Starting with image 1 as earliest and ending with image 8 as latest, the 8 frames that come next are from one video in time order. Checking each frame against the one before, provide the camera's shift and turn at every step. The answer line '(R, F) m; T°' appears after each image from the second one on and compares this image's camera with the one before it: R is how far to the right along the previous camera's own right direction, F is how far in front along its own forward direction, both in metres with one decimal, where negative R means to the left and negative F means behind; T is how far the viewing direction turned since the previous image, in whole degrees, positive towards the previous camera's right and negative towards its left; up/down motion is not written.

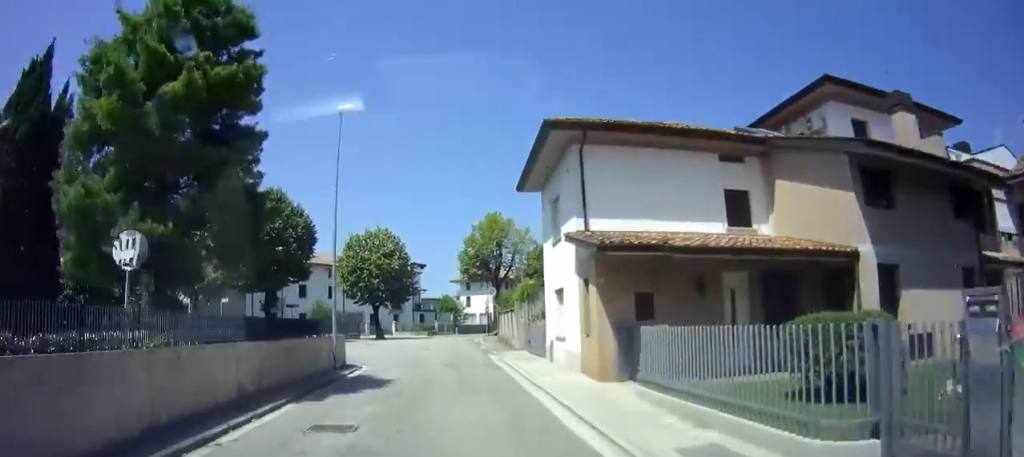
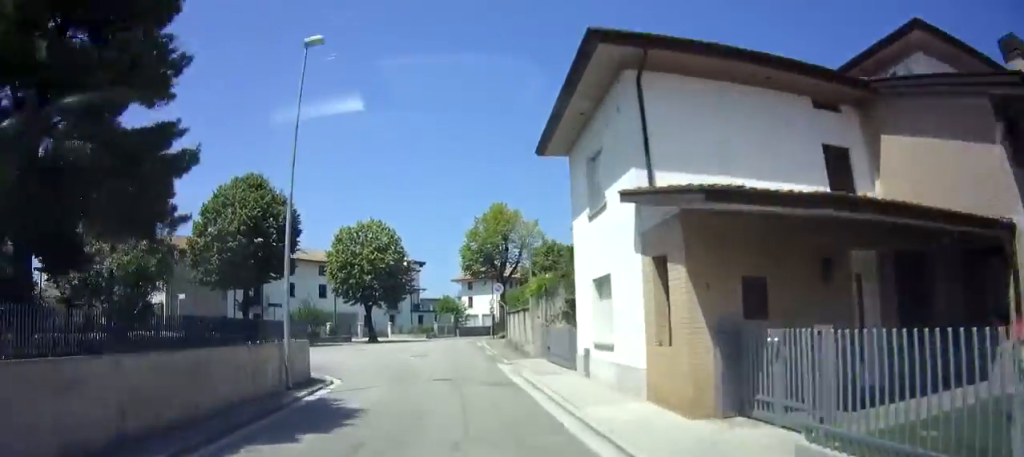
(-0.1, +4.7) m; 0°
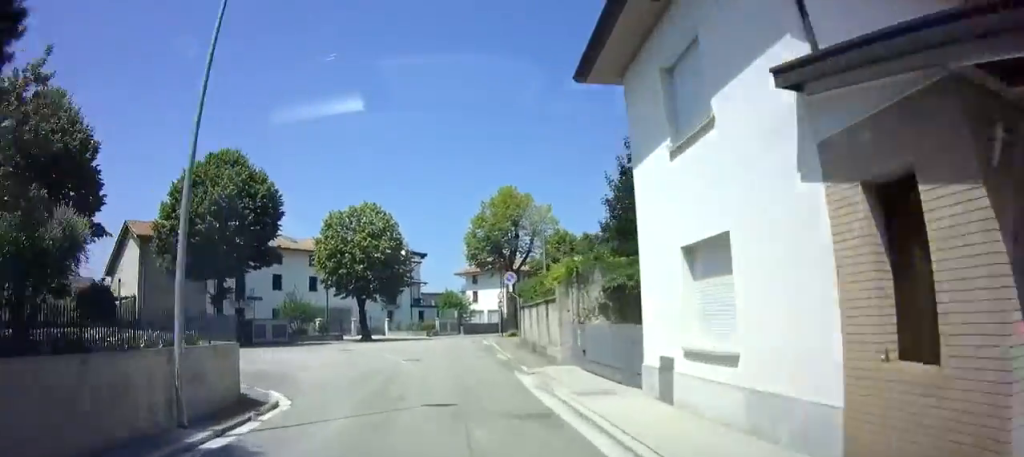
(0.0, +4.8) m; -1°
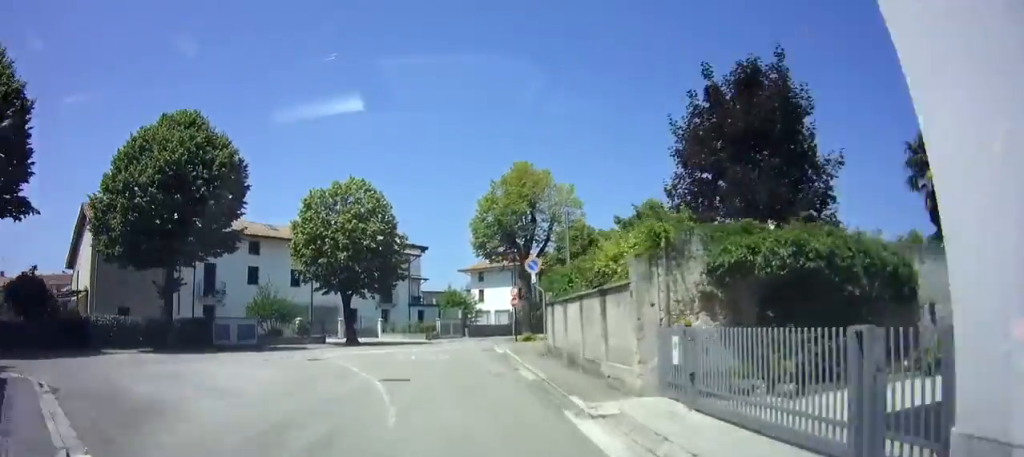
(+0.1, +6.7) m; -2°
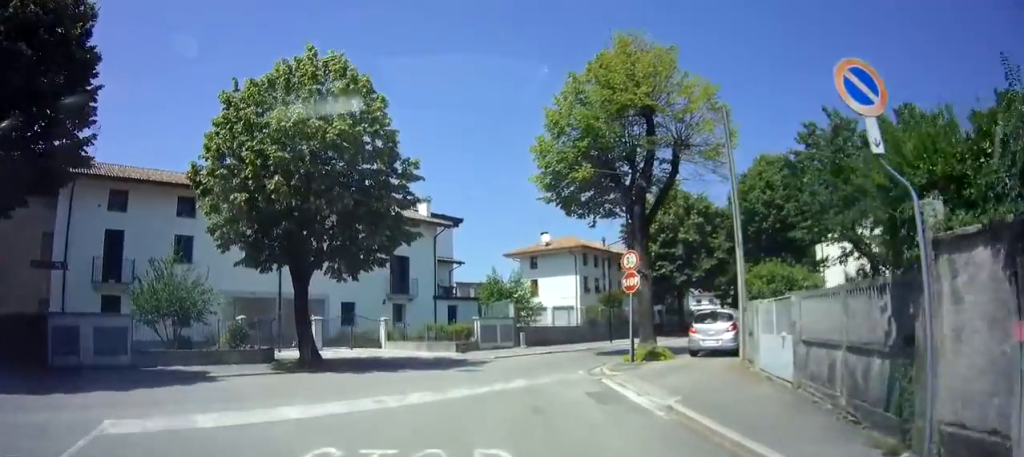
(+0.4, +16.3) m; +8°
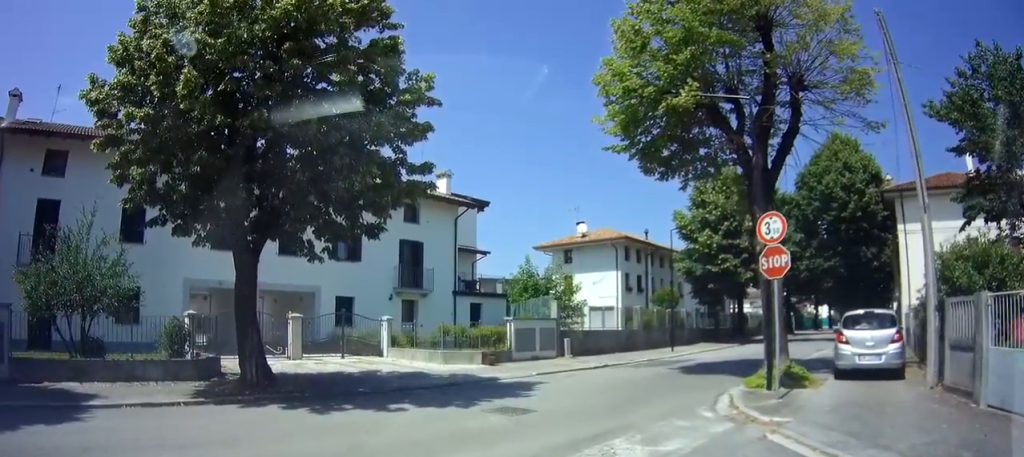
(-0.9, +6.8) m; -9°
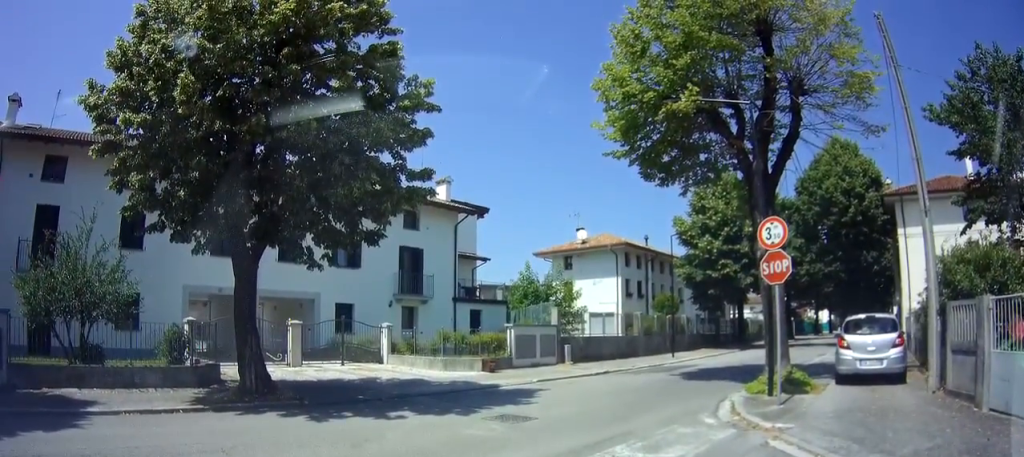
(+0.2, +0.2) m; 0°
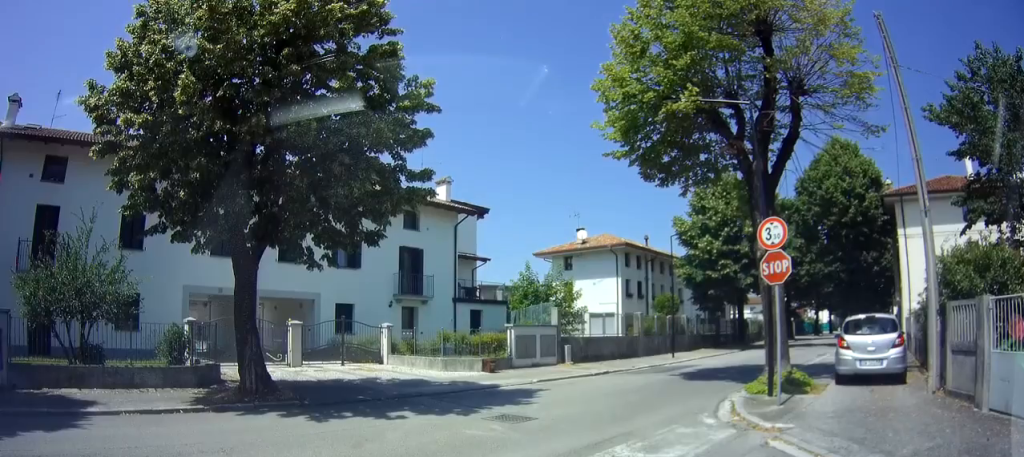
(0.0, 0.0) m; 0°
